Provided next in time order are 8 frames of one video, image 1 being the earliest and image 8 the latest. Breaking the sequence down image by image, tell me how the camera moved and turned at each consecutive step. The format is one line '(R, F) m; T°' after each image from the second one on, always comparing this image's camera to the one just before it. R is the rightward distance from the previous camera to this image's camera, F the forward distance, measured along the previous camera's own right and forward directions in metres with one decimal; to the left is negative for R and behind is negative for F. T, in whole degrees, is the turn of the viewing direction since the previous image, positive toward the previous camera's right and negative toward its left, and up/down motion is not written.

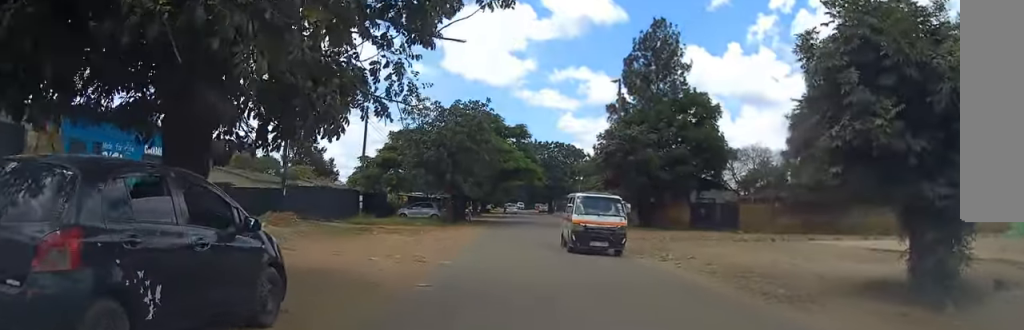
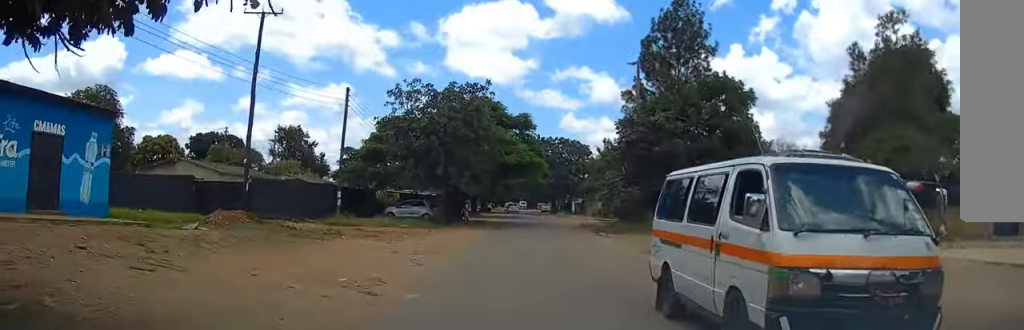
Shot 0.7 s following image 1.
(0.0, +5.9) m; 0°
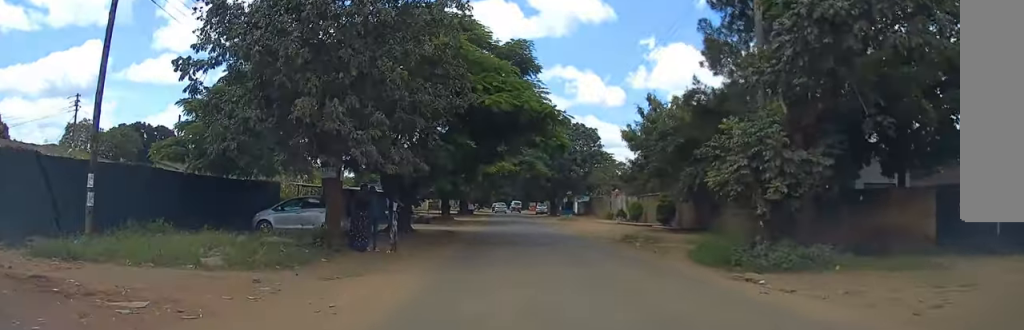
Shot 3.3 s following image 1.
(0.0, +22.3) m; 0°
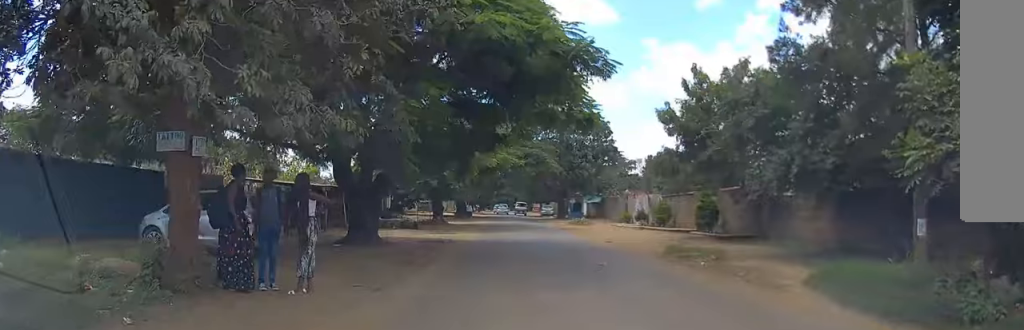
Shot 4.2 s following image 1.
(0.0, +8.1) m; -1°
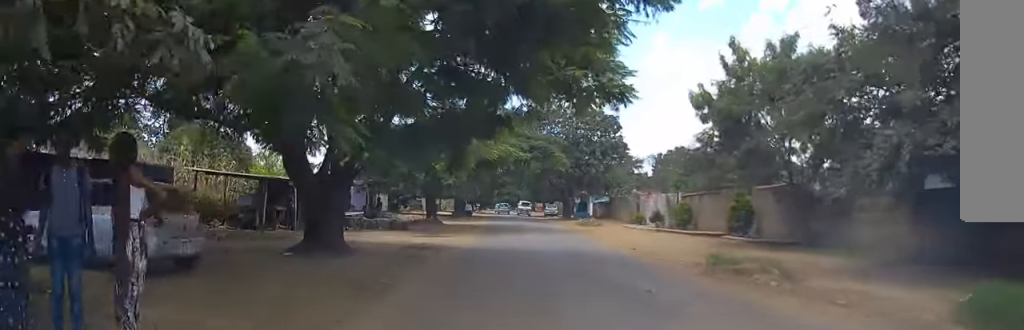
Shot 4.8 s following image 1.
(0.0, +4.8) m; -1°
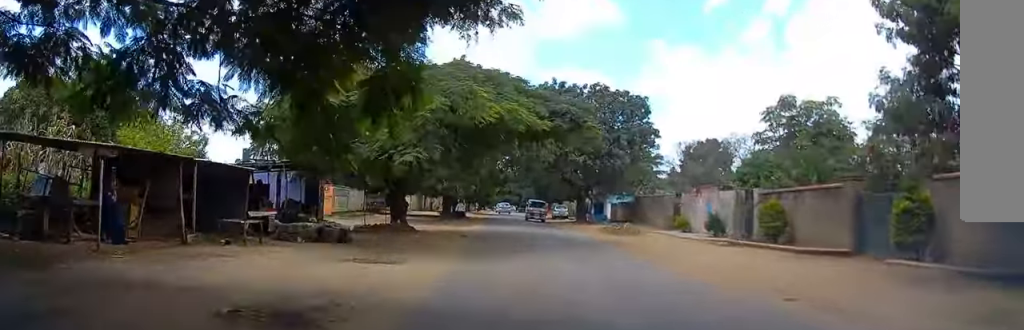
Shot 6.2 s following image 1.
(-0.2, +13.2) m; -1°
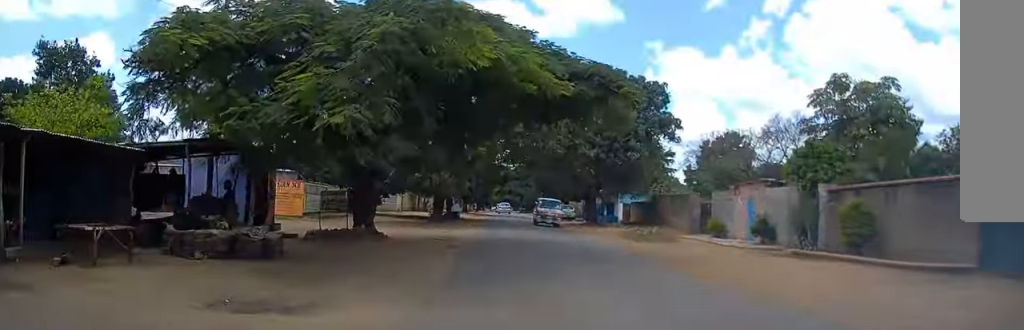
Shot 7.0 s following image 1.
(0.0, +6.7) m; 0°
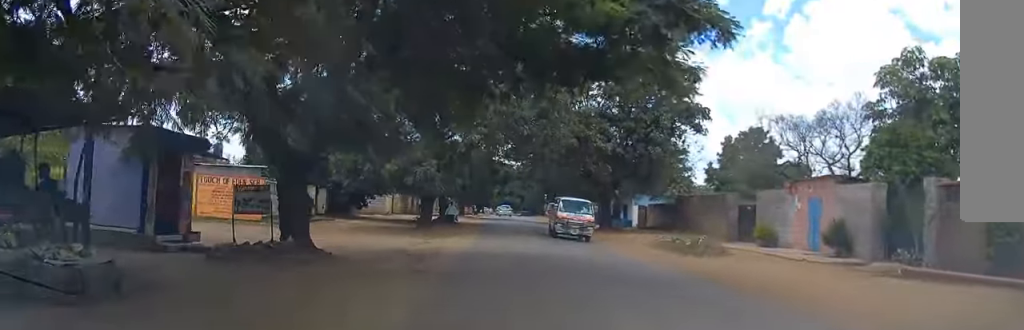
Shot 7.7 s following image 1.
(-0.1, +6.7) m; 0°
